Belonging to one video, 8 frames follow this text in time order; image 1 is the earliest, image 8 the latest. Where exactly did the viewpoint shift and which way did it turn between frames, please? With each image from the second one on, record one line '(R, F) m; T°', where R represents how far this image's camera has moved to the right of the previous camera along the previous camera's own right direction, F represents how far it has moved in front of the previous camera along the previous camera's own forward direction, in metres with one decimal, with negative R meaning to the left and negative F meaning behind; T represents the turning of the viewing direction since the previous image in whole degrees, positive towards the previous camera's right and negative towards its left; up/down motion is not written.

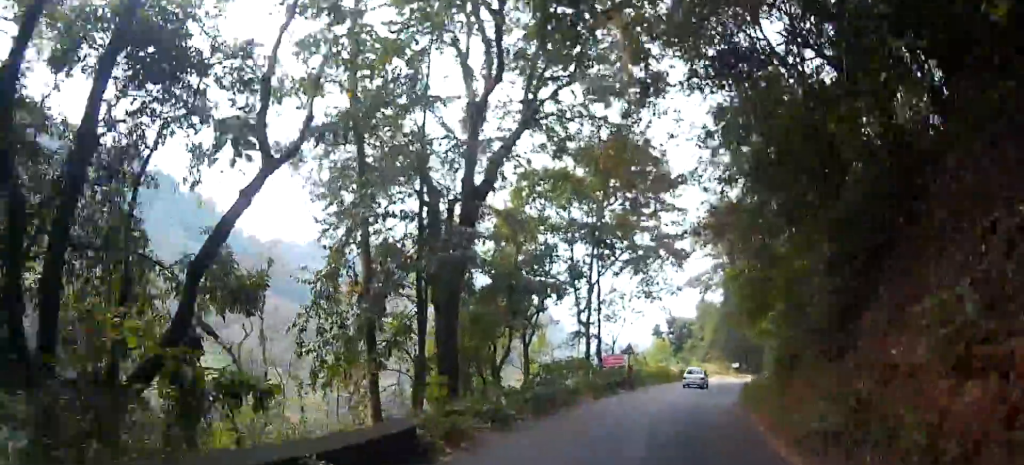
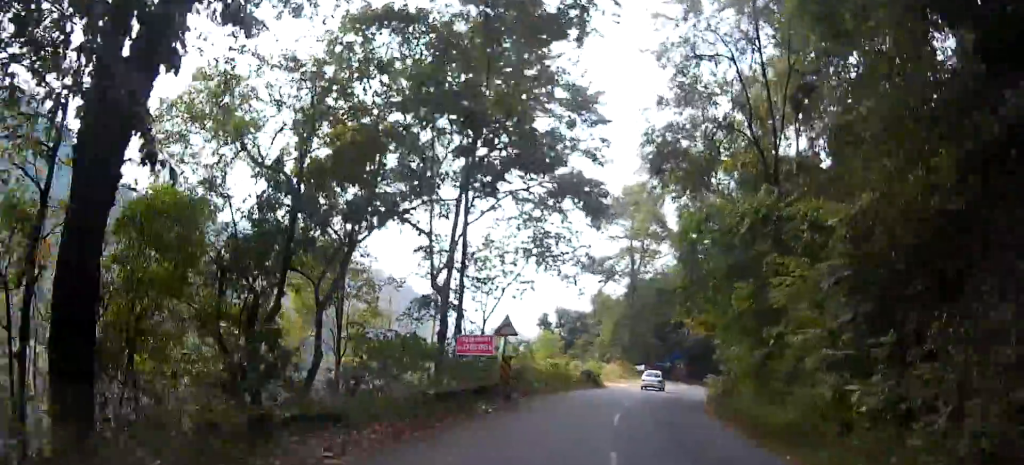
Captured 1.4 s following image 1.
(+0.5, +18.4) m; +2°
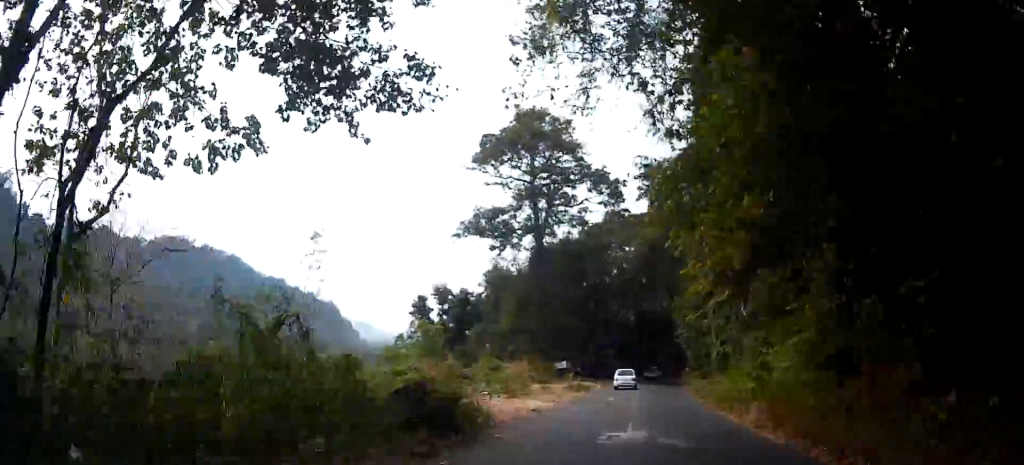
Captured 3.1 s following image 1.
(+0.1, +25.6) m; +3°
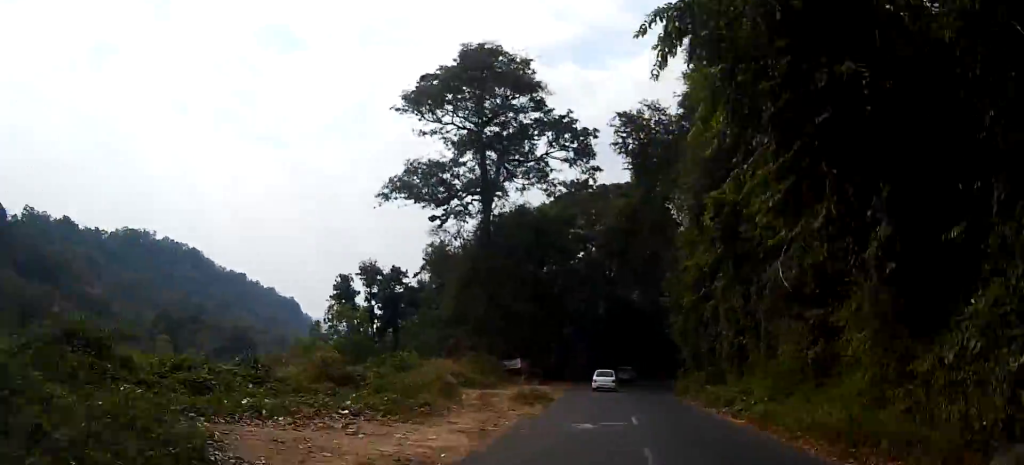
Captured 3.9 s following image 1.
(+0.4, +12.8) m; +4°
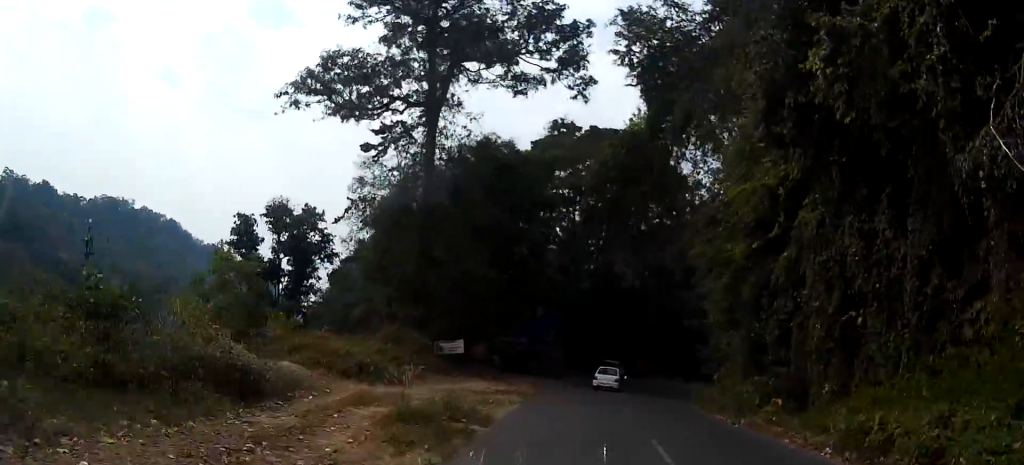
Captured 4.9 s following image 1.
(+0.6, +14.7) m; +5°
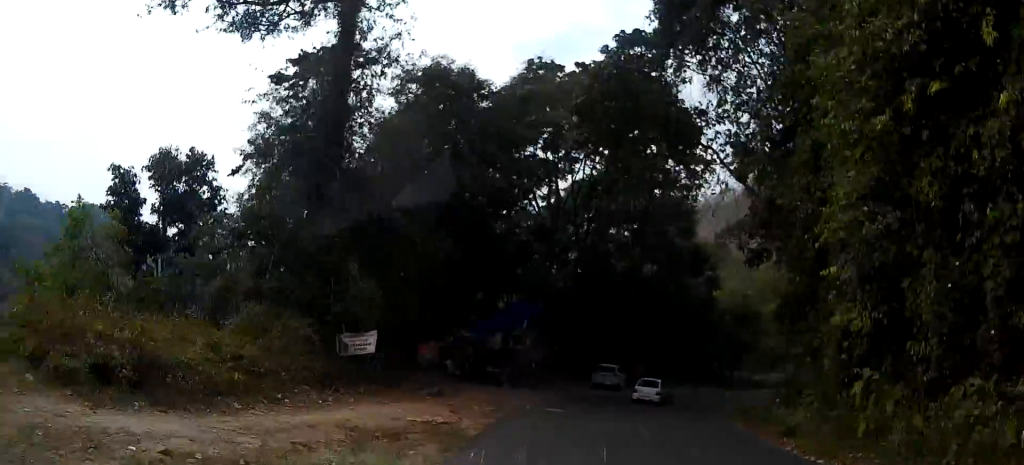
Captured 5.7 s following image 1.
(+0.4, +11.8) m; +3°
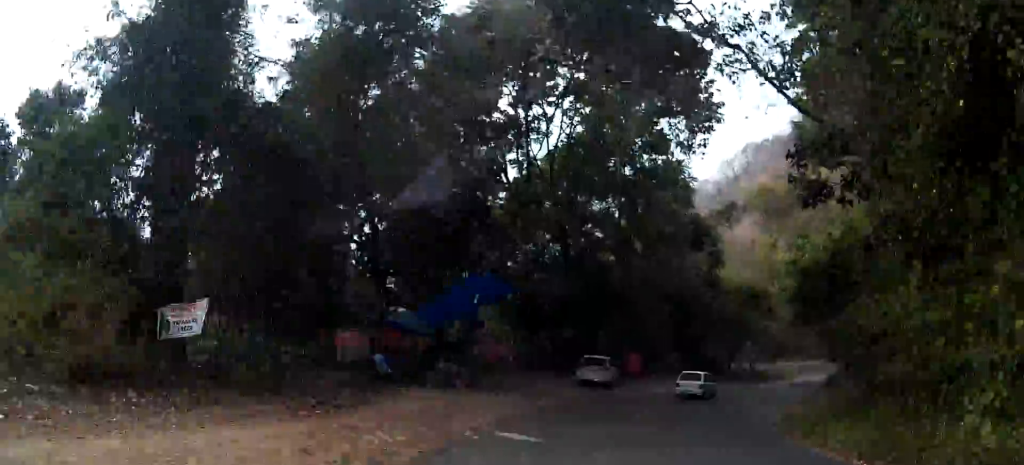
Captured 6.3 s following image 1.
(+0.2, +8.6) m; +2°
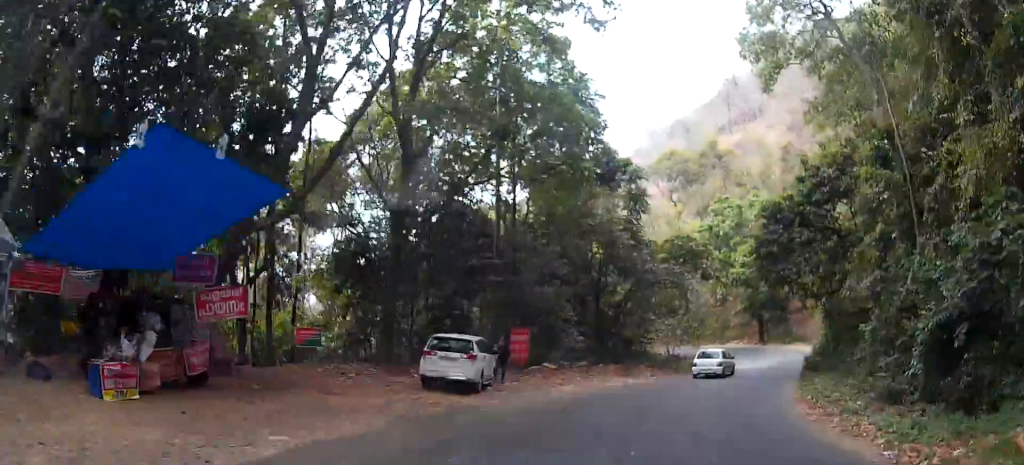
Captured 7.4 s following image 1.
(+0.3, +14.8) m; +4°
